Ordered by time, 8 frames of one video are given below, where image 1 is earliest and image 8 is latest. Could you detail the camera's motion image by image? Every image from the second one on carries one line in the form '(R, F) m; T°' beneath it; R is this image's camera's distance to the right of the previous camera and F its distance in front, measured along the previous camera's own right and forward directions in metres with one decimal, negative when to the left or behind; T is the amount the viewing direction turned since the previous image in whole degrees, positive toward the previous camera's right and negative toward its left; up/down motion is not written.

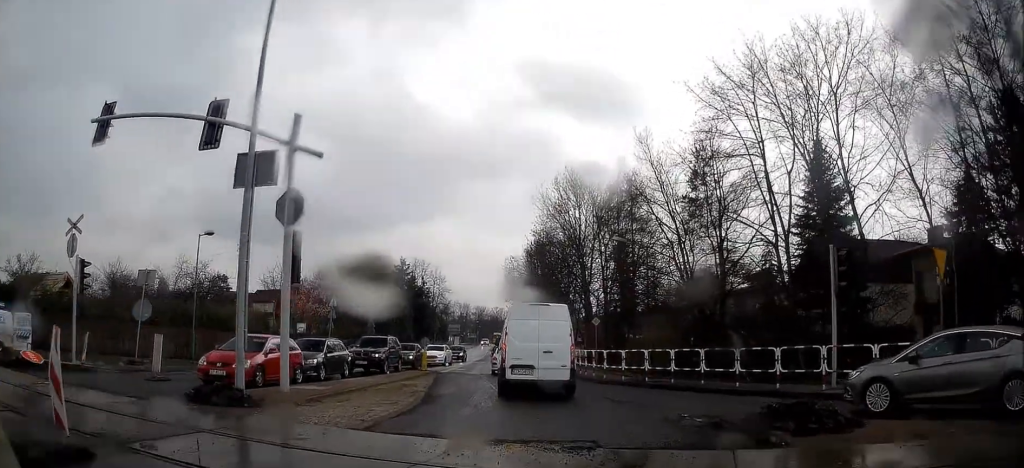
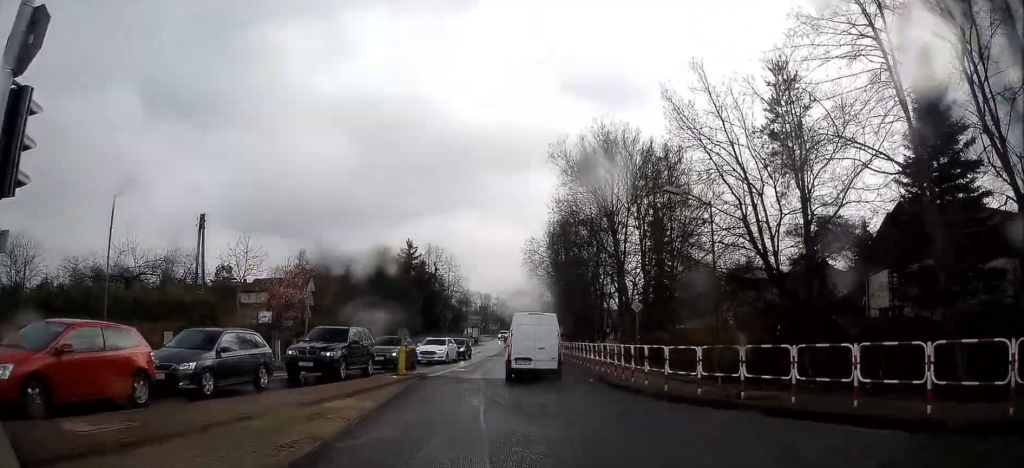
(-0.4, +9.1) m; -3°
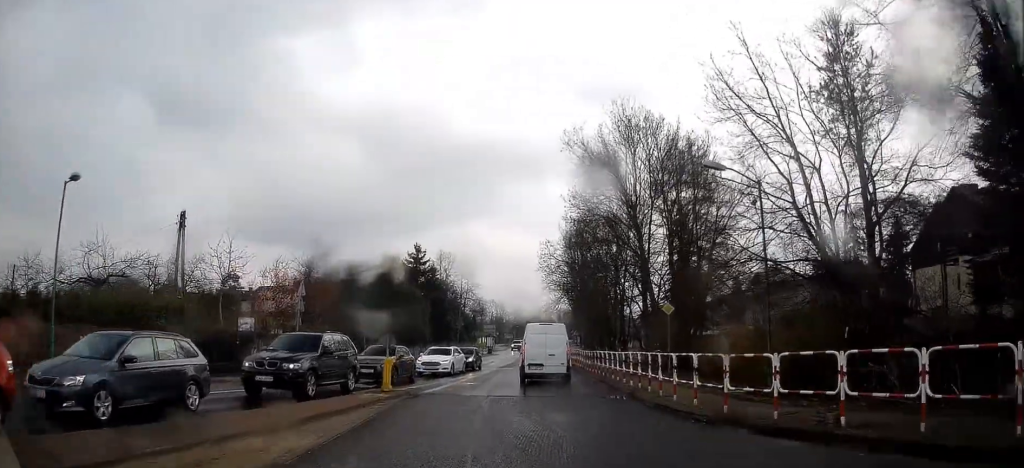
(0.0, +3.9) m; -1°
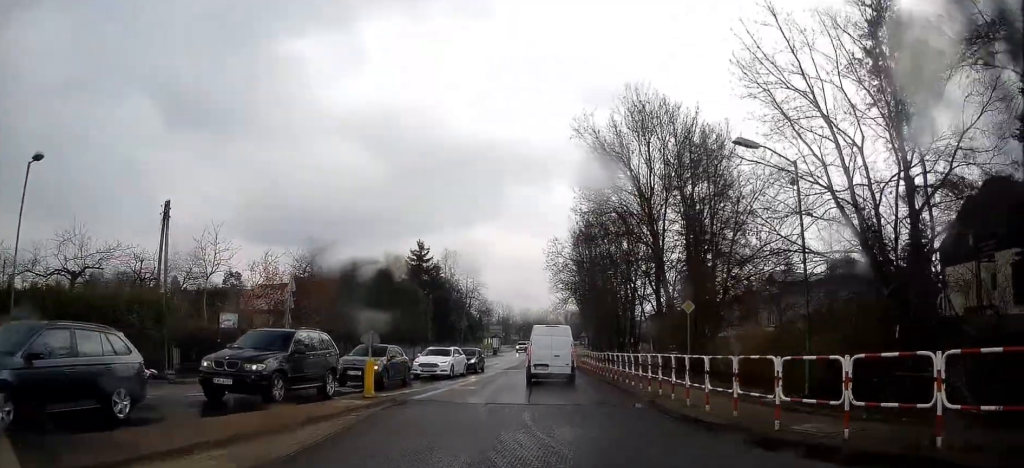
(-0.1, +2.1) m; -1°
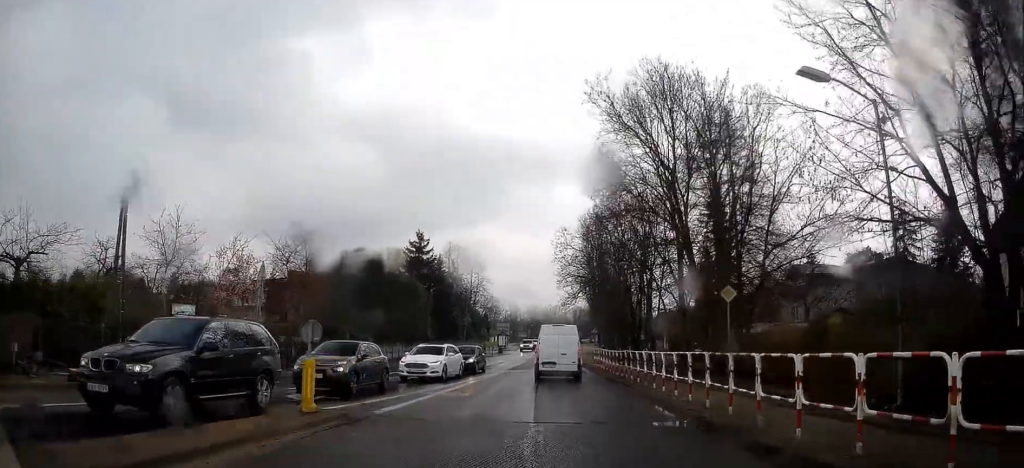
(0.0, +3.6) m; 0°
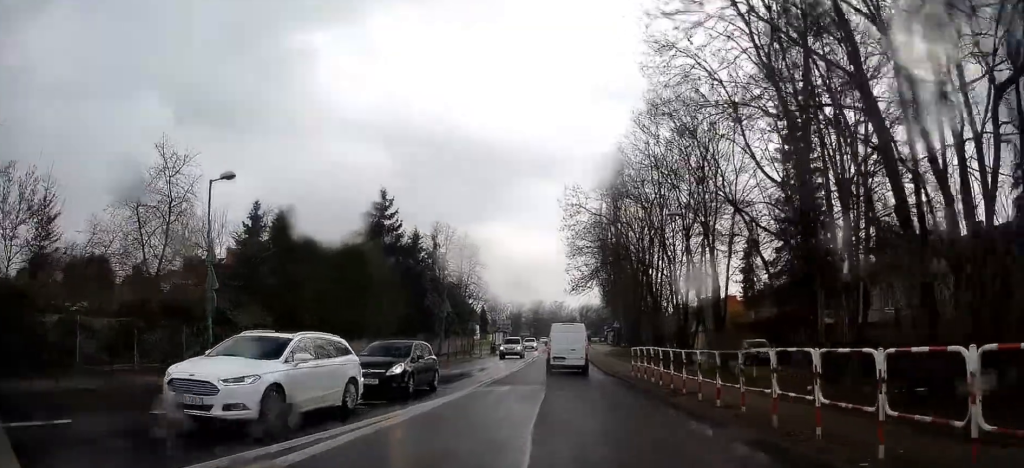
(0.0, +13.8) m; 0°
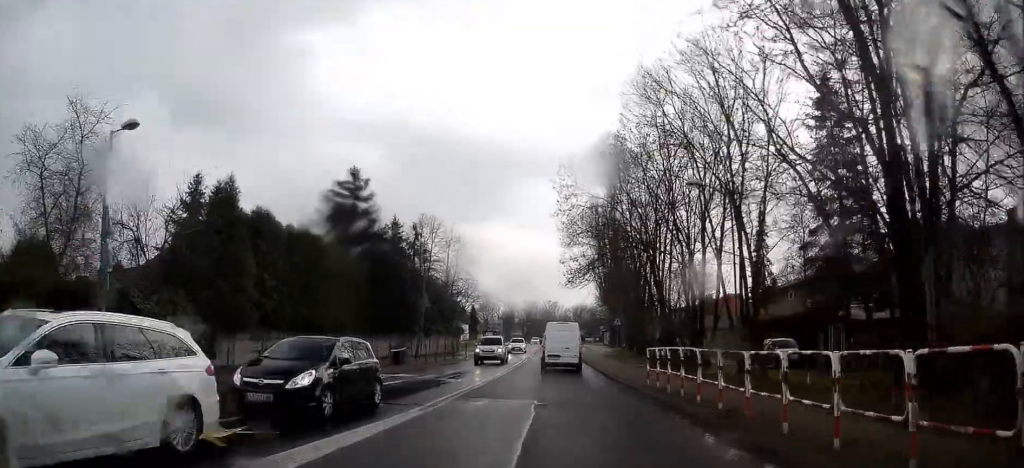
(0.0, +5.0) m; 0°
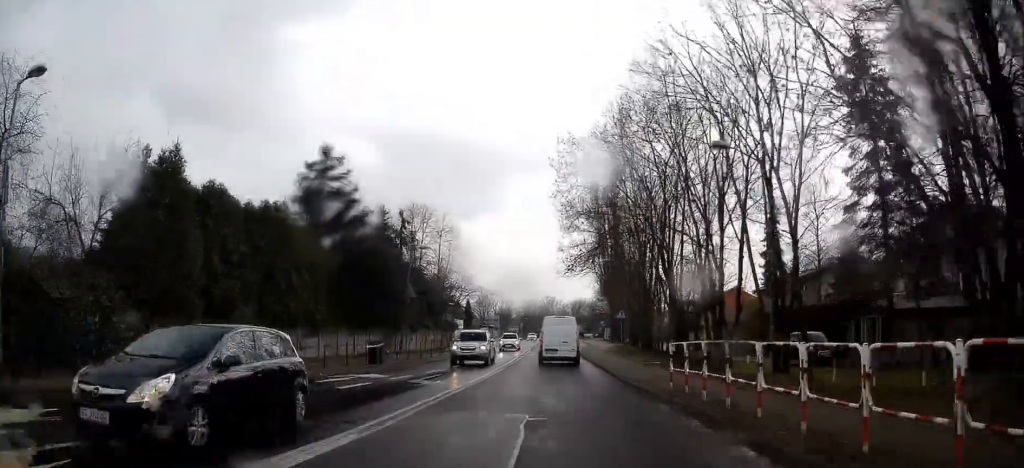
(0.0, +3.7) m; 0°
